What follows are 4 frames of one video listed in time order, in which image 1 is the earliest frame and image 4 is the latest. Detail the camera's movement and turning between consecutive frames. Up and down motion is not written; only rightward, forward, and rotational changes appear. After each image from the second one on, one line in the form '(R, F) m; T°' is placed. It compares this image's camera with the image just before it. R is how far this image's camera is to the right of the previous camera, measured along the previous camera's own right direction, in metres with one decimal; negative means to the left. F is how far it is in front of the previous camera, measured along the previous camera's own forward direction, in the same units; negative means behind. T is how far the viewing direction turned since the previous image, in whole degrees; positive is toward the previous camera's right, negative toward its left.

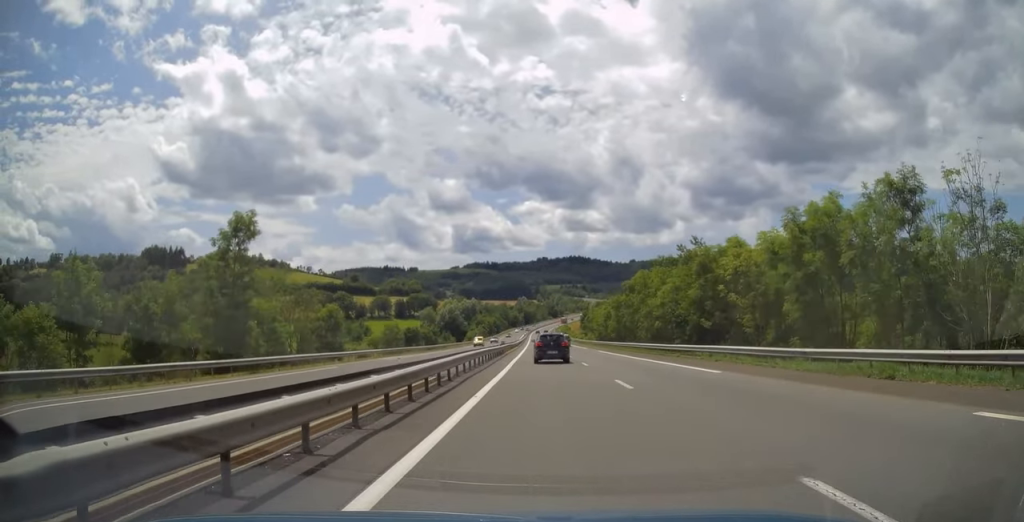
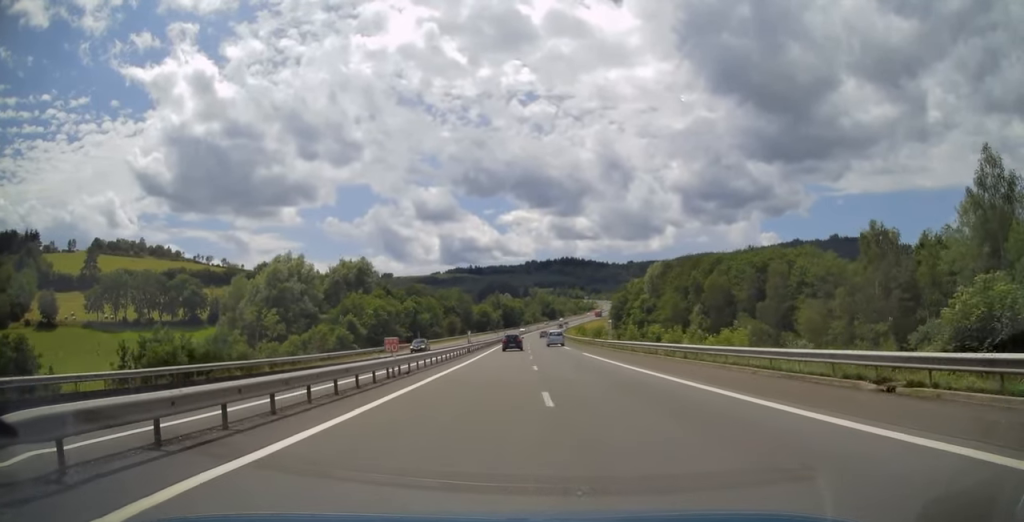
(-2.4, +171.6) m; 0°
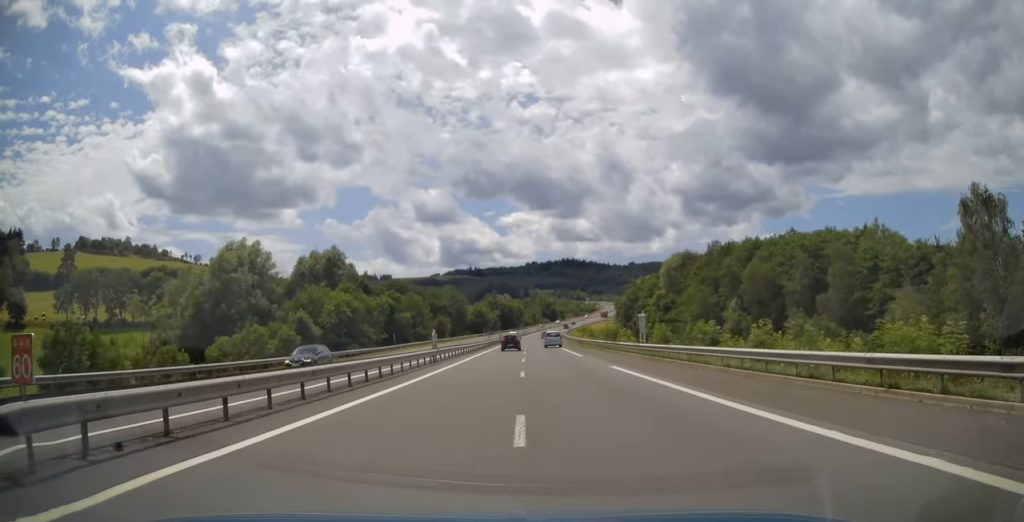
(0.0, +15.4) m; 0°
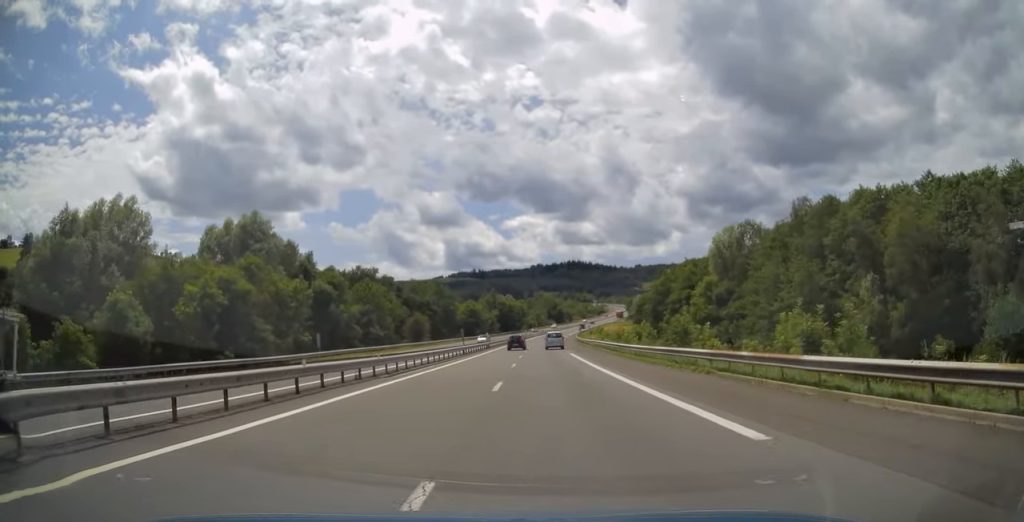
(0.0, +31.8) m; 0°
